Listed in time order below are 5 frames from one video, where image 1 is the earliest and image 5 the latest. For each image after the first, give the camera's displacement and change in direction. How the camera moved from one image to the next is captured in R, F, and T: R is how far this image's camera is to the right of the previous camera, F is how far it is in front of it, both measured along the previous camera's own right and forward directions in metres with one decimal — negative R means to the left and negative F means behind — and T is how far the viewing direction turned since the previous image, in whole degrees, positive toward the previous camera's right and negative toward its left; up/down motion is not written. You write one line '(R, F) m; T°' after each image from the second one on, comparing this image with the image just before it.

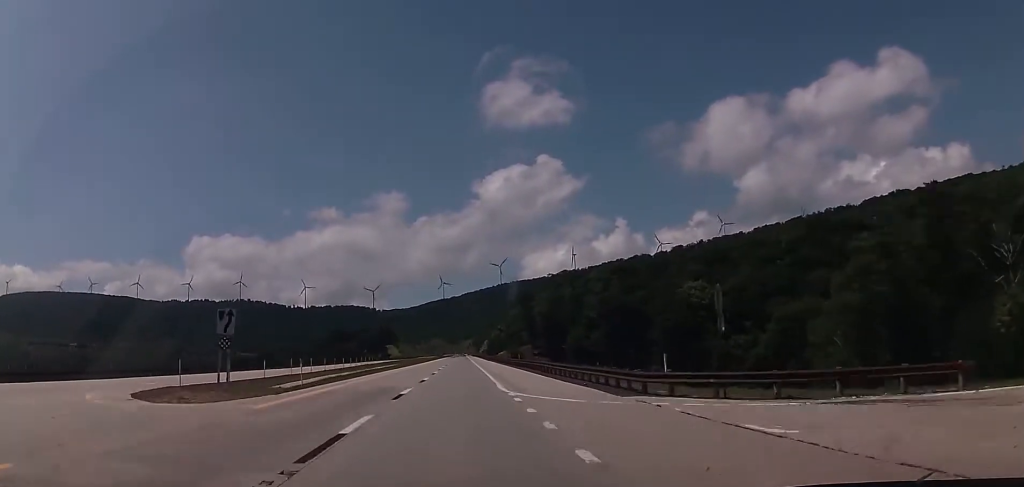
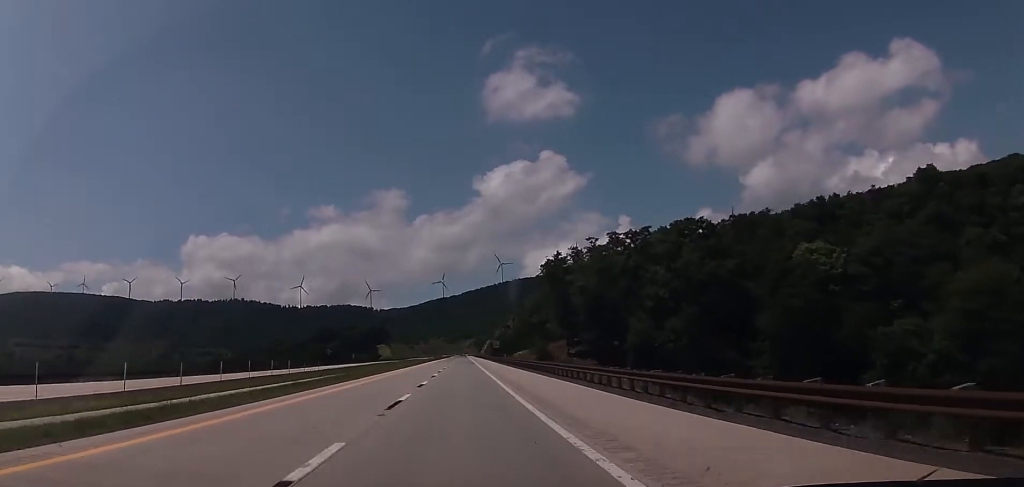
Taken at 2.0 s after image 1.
(-0.4, +64.4) m; -1°
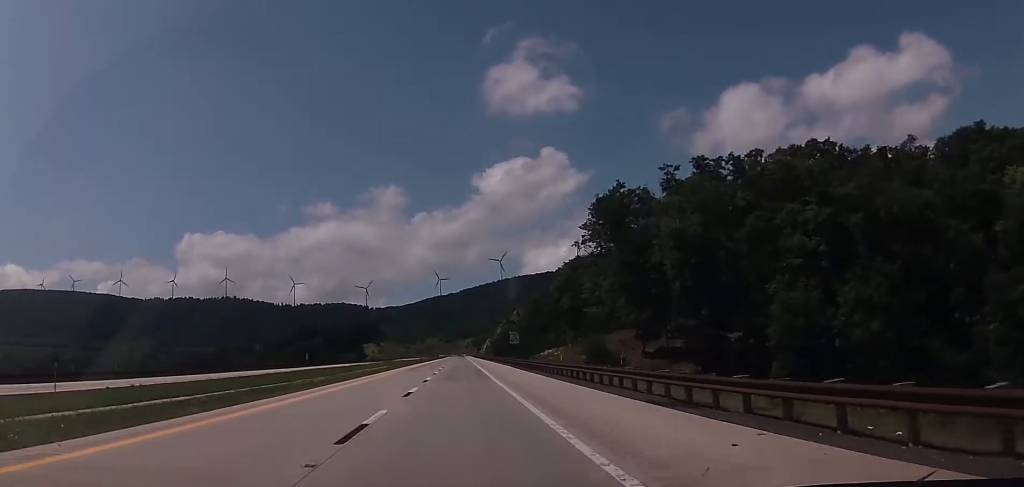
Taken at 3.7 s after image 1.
(0.0, +55.6) m; +1°
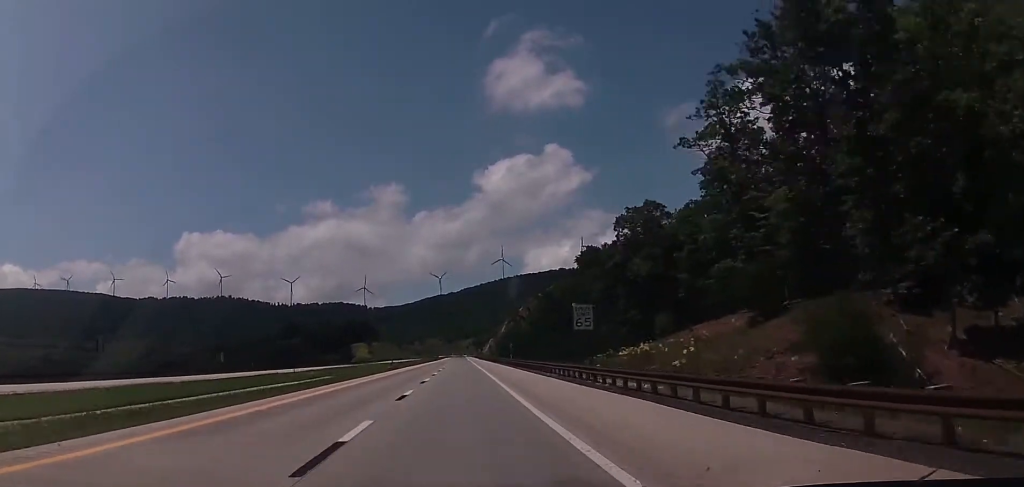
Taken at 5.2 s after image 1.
(+0.2, +50.1) m; 0°
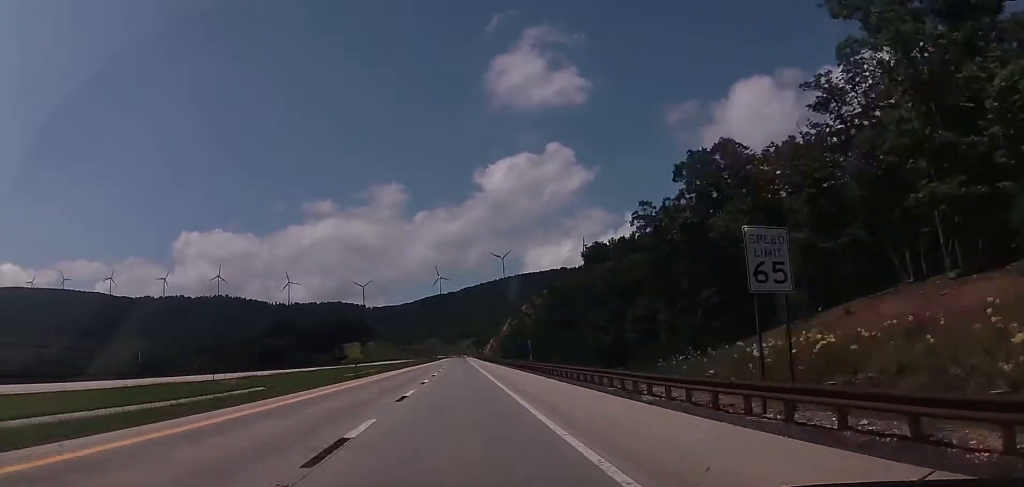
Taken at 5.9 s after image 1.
(-0.1, +24.0) m; 0°
